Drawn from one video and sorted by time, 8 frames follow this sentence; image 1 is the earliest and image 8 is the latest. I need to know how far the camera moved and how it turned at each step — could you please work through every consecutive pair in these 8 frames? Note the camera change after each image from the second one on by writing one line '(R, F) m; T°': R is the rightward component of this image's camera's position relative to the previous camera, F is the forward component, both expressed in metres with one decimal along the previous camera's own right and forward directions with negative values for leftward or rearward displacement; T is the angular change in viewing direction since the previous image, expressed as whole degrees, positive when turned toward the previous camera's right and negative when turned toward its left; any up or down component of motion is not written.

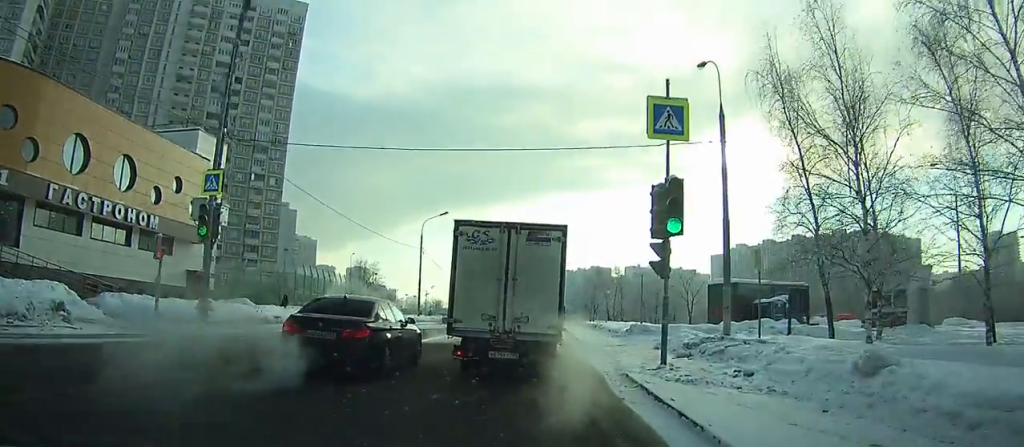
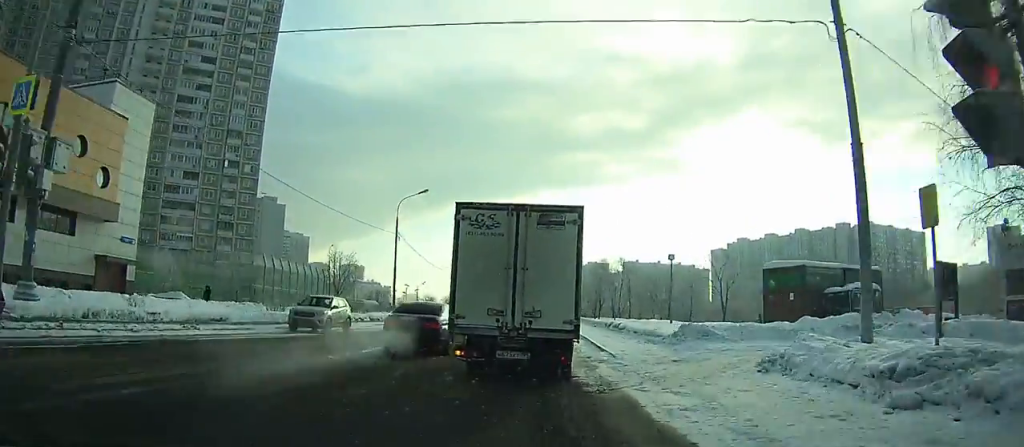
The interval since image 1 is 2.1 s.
(+0.1, +6.0) m; +10°
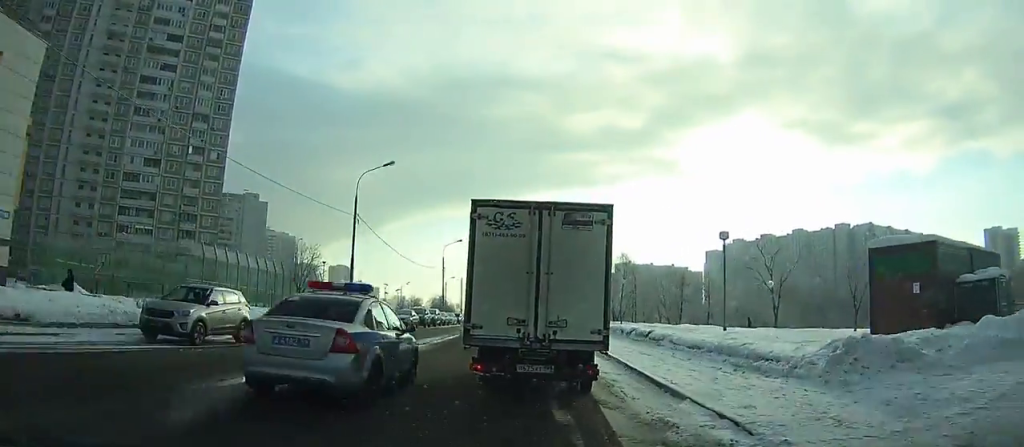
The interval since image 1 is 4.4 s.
(+1.5, +8.5) m; +5°
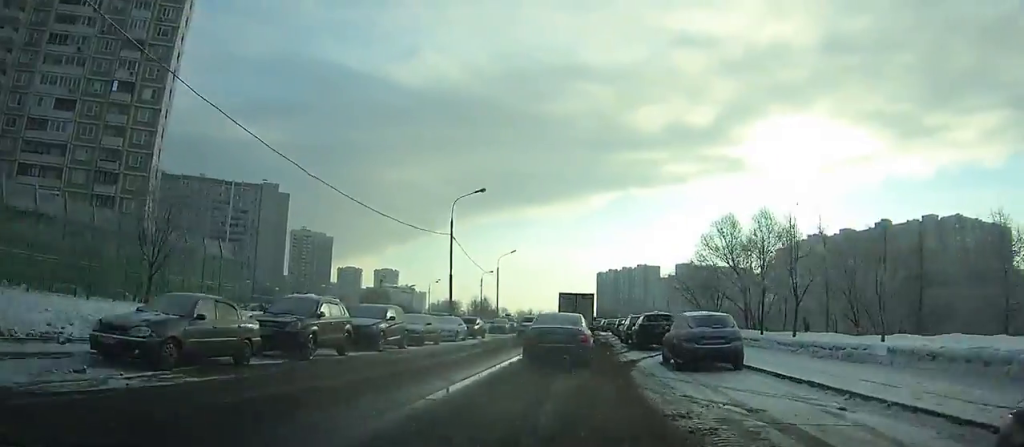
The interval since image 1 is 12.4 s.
(-3.0, +44.3) m; -3°
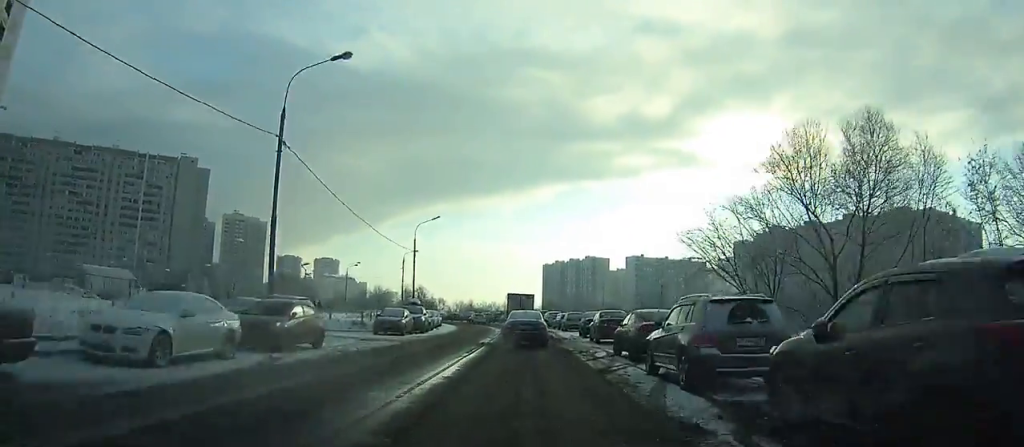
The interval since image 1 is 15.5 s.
(+0.4, +24.6) m; +1°
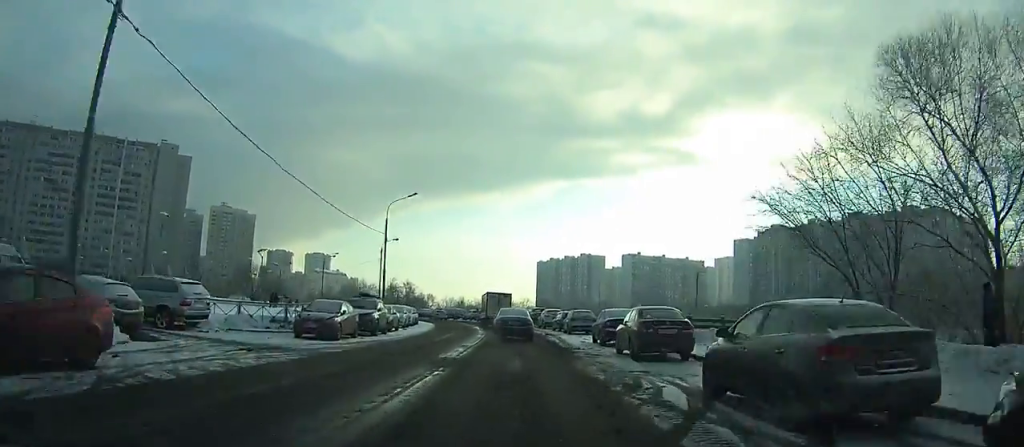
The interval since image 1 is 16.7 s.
(+0.1, +10.1) m; 0°
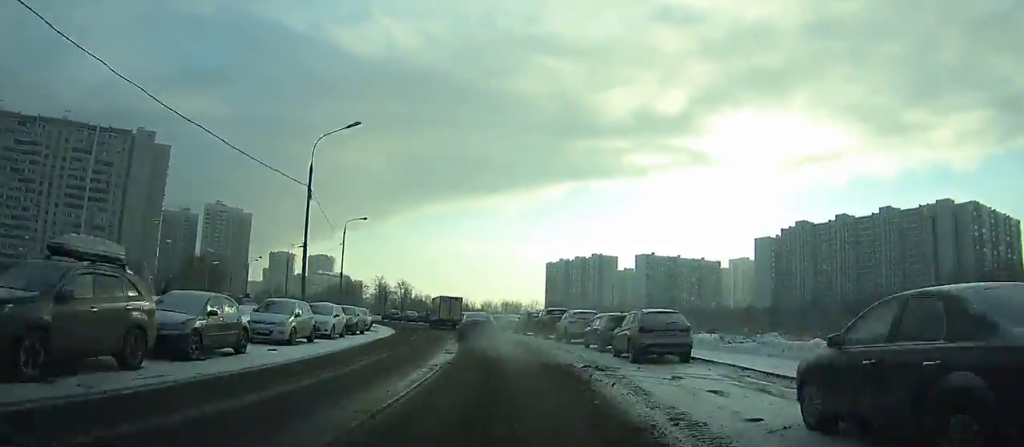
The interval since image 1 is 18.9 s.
(-0.1, +19.4) m; -3°
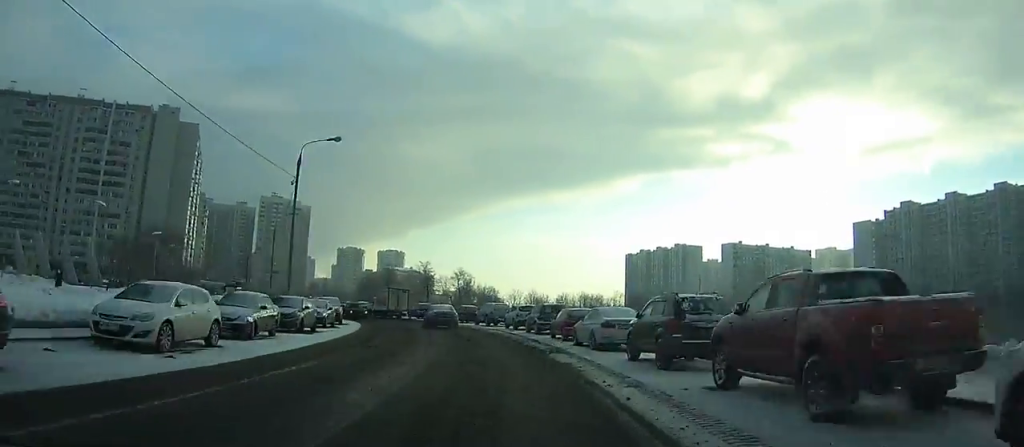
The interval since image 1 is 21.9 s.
(-1.3, +25.8) m; -8°
